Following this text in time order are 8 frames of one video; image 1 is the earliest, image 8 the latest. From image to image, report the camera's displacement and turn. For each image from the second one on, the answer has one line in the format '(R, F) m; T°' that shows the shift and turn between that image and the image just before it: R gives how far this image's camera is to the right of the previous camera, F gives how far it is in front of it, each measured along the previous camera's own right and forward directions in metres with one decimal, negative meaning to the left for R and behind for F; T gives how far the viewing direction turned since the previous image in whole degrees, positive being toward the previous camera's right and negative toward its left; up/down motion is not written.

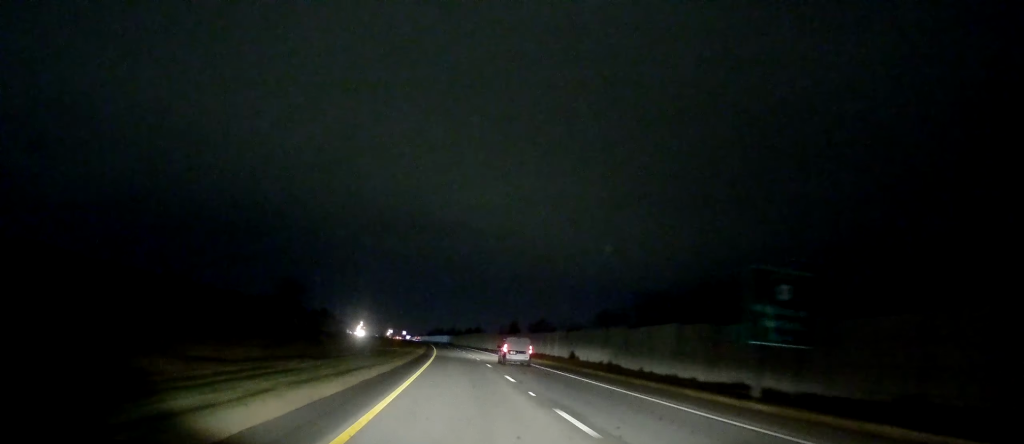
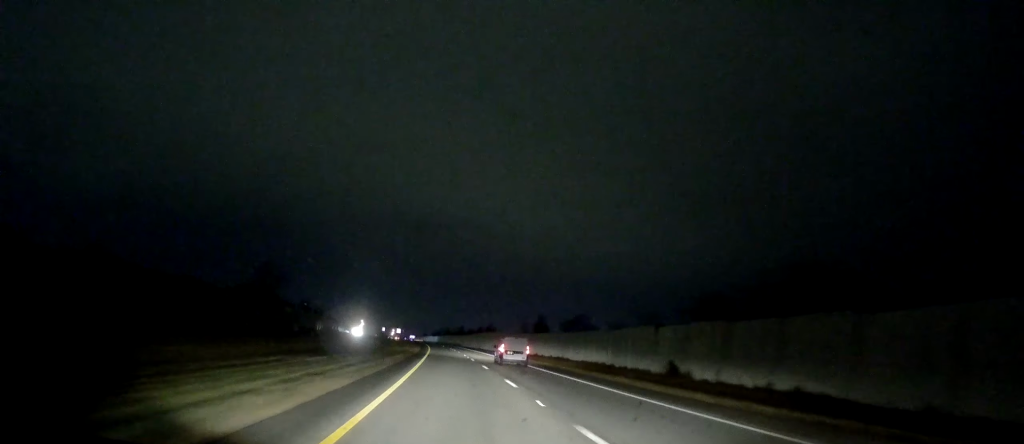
(-0.2, +39.6) m; 0°
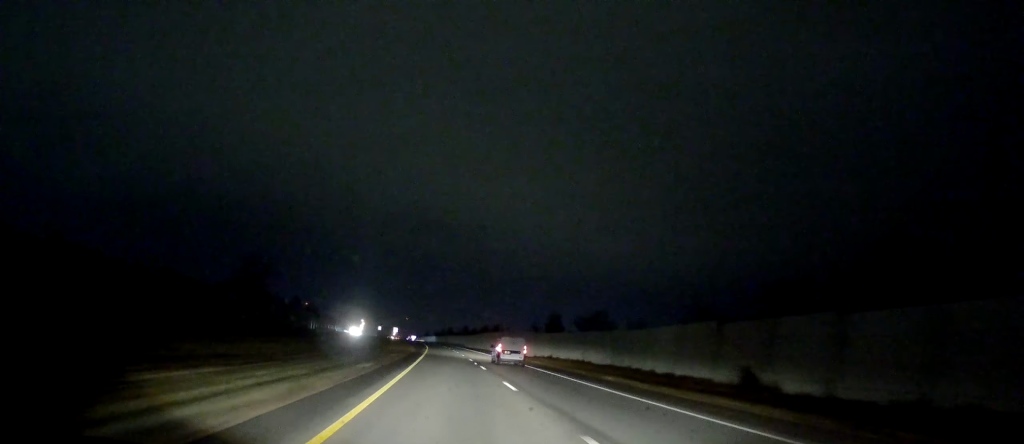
(0.0, +13.2) m; 0°
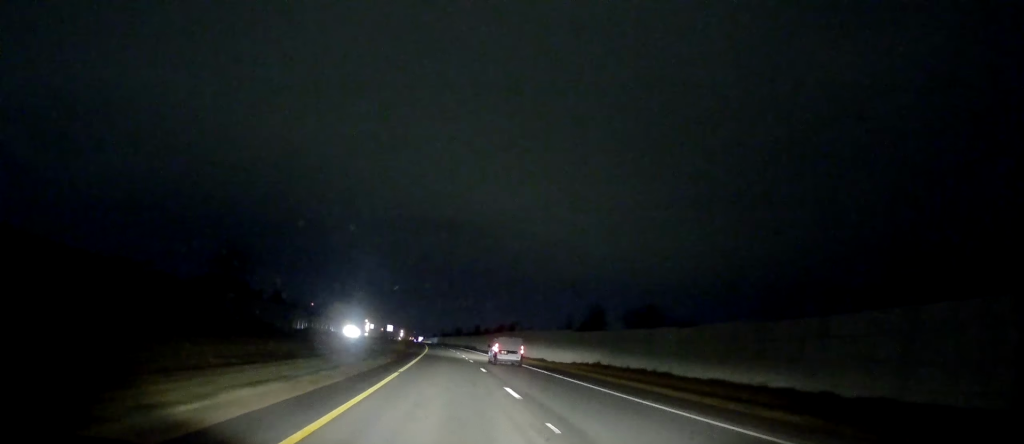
(+0.1, +26.5) m; -1°
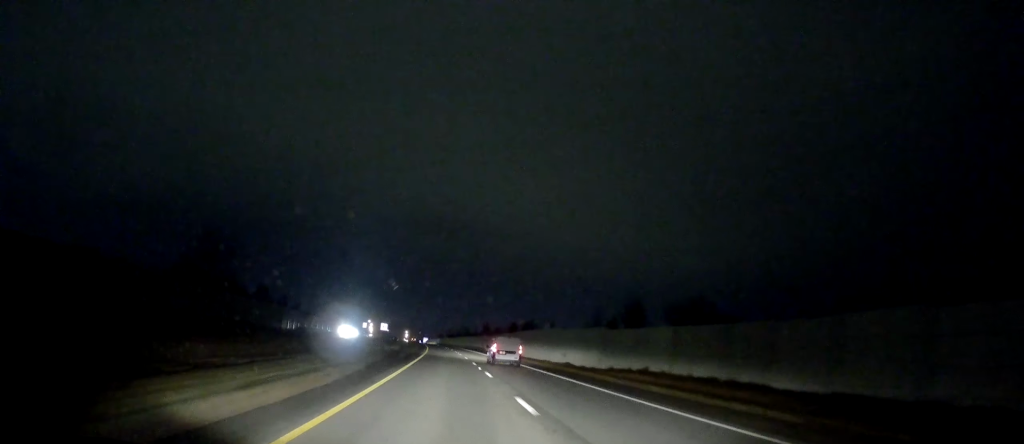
(-0.3, +15.4) m; 0°
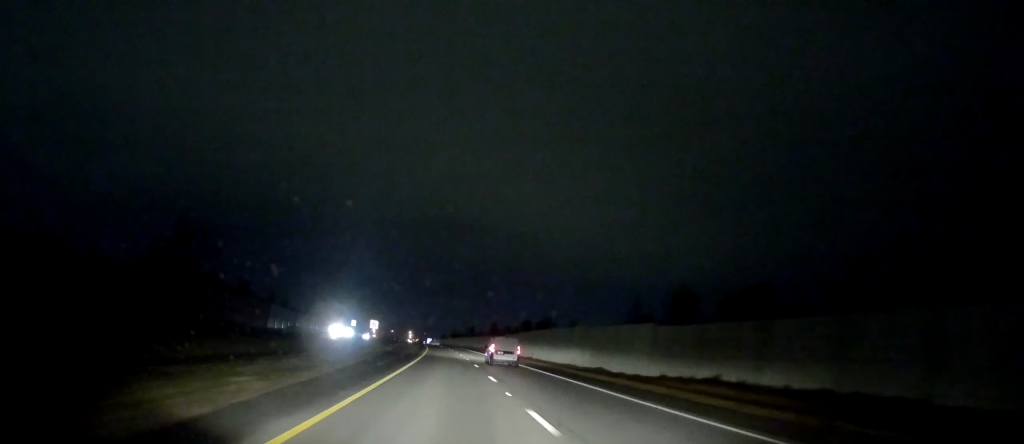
(-0.2, +14.4) m; 0°
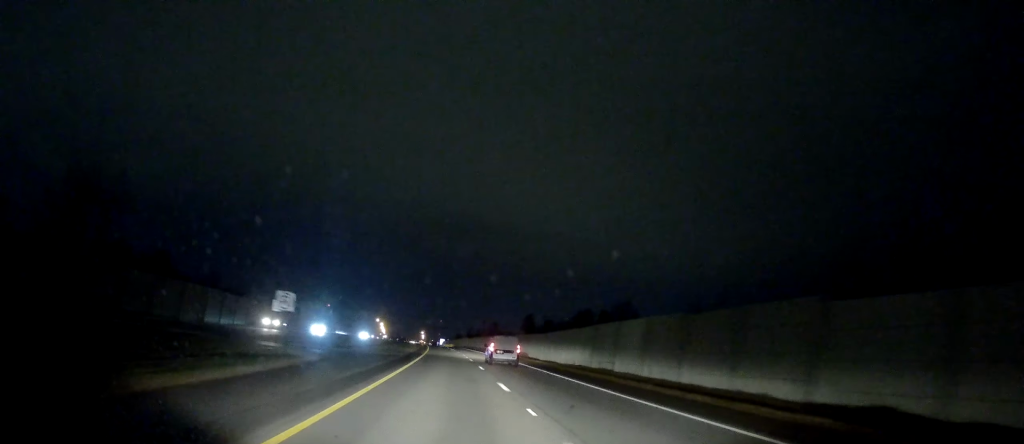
(+0.3, +39.7) m; -1°
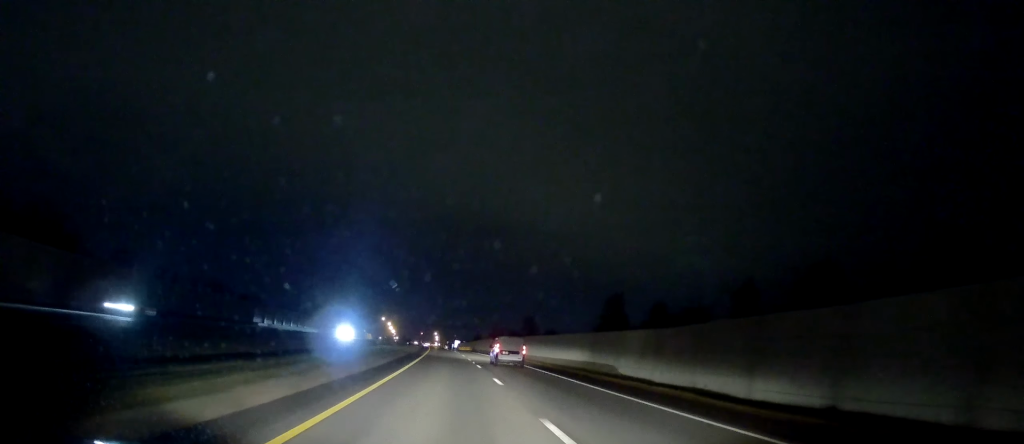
(-1.2, +45.2) m; -2°
